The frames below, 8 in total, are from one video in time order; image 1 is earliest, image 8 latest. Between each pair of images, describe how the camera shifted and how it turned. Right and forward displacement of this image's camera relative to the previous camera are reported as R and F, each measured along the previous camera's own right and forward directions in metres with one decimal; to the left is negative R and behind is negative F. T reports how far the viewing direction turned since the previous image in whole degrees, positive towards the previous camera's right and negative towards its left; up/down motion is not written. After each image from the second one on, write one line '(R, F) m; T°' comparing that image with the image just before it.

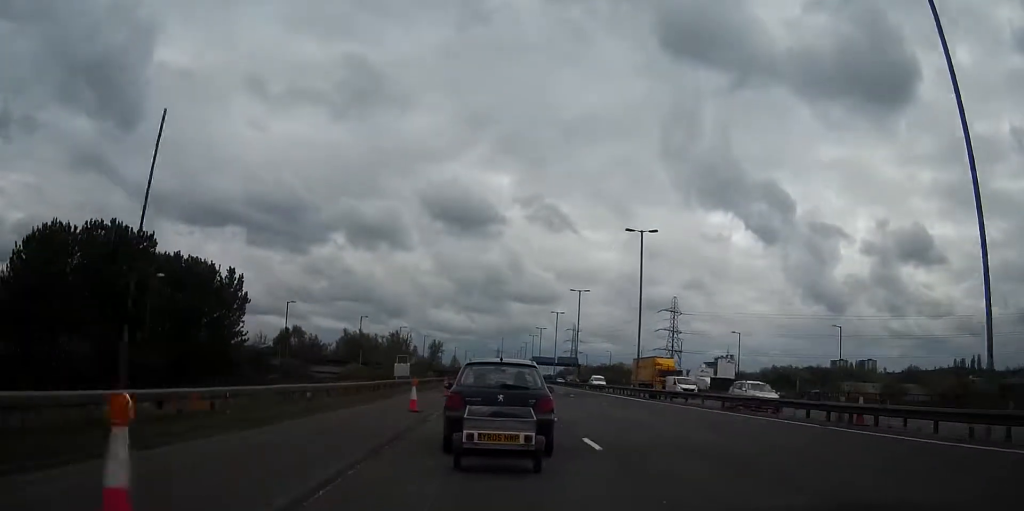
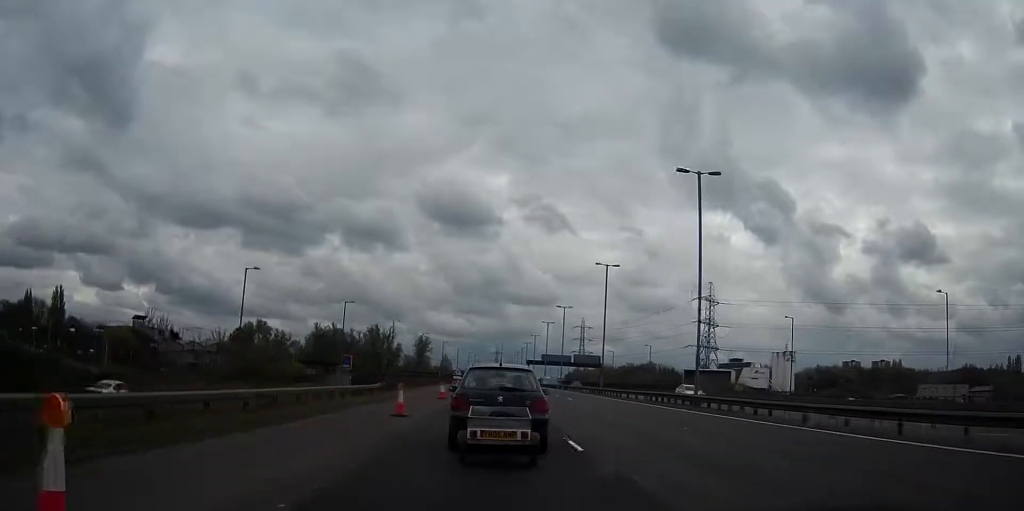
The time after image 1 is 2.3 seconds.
(+0.1, +56.3) m; 0°
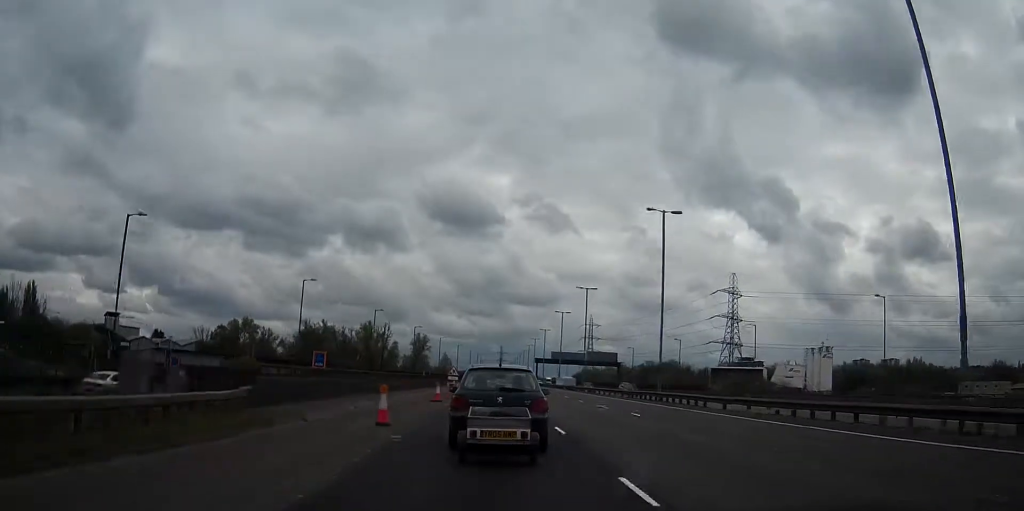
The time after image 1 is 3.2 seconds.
(0.0, +23.0) m; 0°
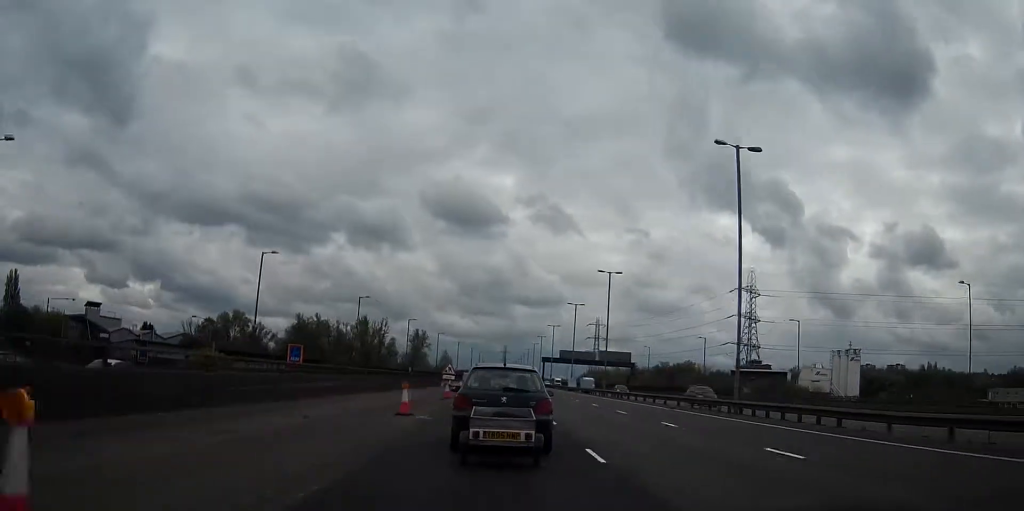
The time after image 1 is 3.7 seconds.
(0.0, +14.7) m; 0°
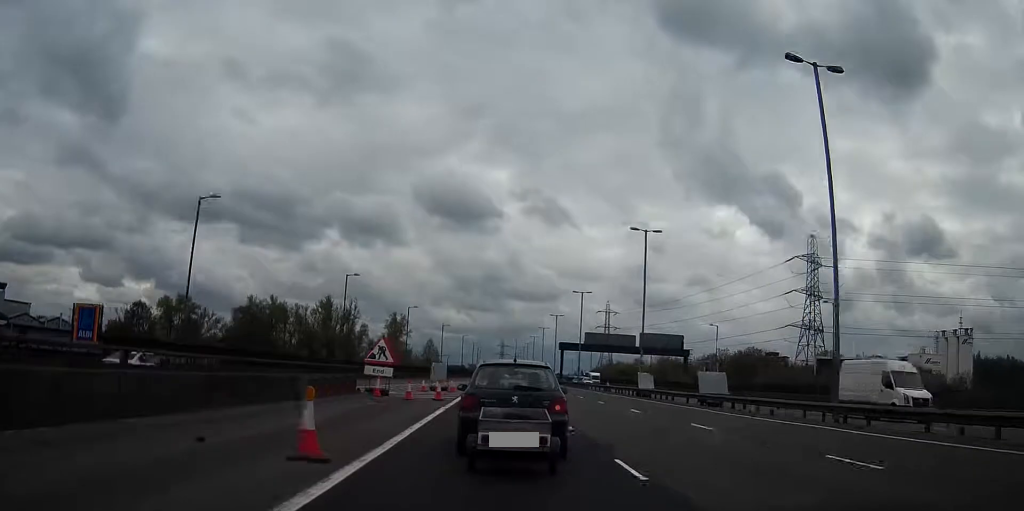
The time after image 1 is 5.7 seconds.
(-0.1, +49.6) m; +1°
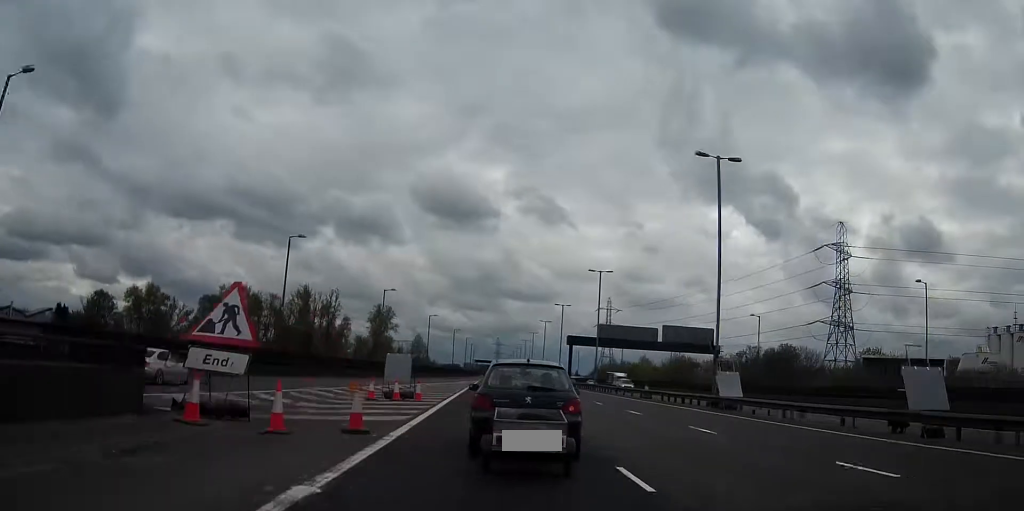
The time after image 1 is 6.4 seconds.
(+0.3, +19.4) m; +1°
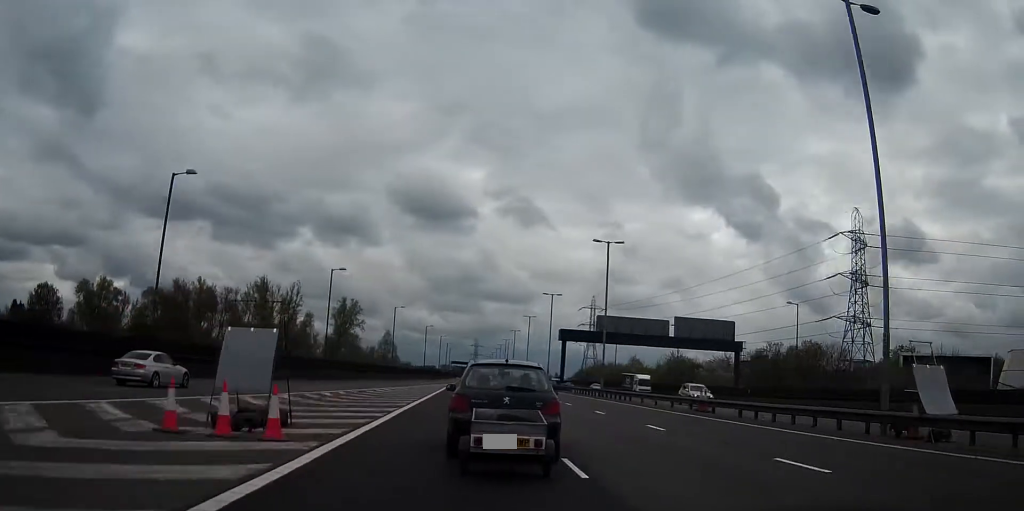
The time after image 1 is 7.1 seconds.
(+0.1, +17.7) m; 0°
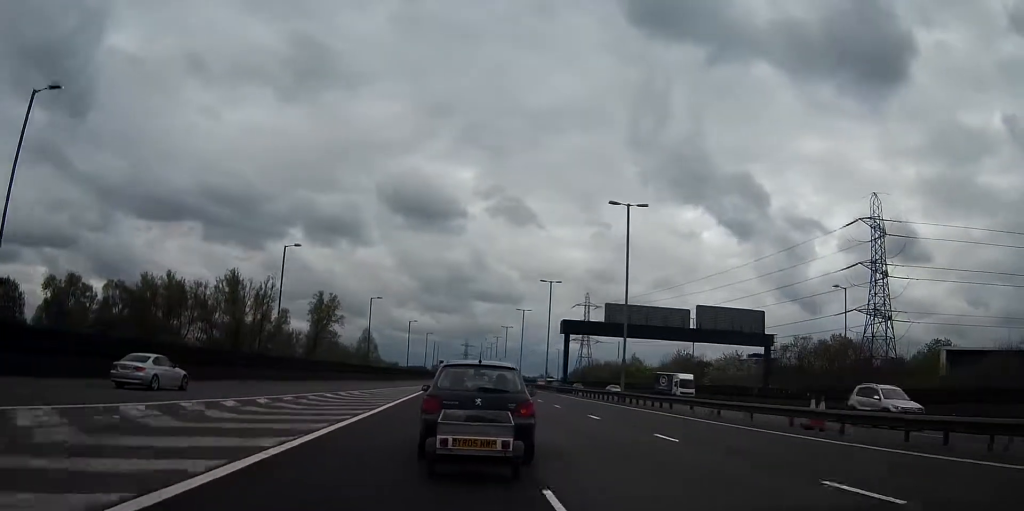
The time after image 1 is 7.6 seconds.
(0.0, +12.6) m; 0°
